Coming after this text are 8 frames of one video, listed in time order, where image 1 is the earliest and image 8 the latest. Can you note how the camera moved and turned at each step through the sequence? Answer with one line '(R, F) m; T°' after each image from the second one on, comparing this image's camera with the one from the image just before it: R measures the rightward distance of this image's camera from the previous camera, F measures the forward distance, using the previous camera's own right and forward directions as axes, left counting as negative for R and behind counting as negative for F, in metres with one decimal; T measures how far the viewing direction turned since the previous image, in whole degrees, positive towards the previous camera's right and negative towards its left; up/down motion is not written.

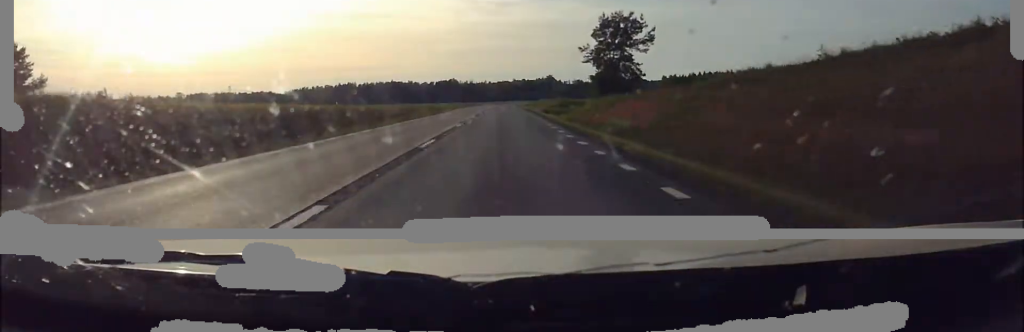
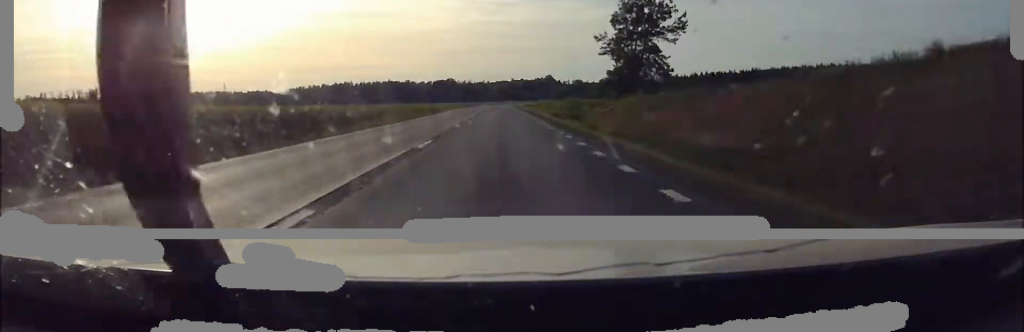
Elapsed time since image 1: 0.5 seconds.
(0.0, +12.3) m; 0°
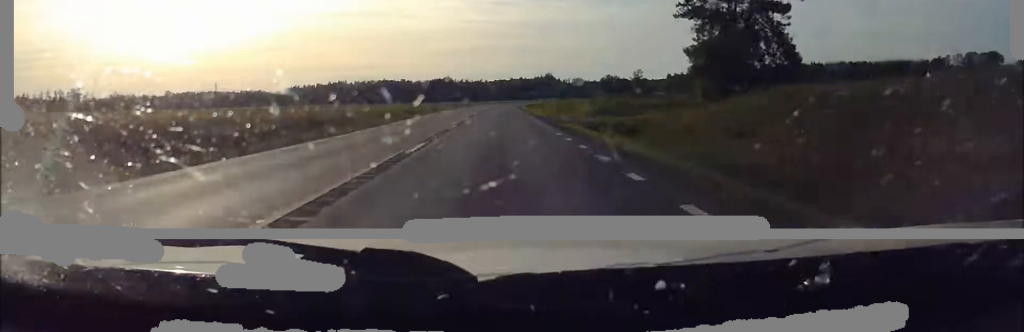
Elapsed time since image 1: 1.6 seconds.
(+0.2, +24.6) m; 0°
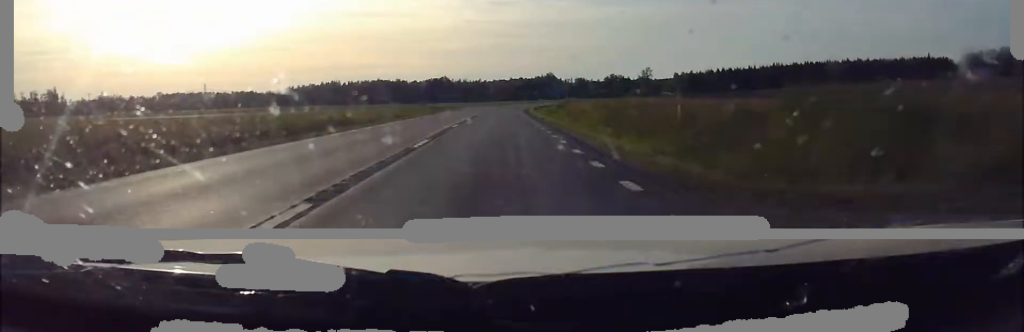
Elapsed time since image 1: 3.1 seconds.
(-0.5, +34.0) m; 0°
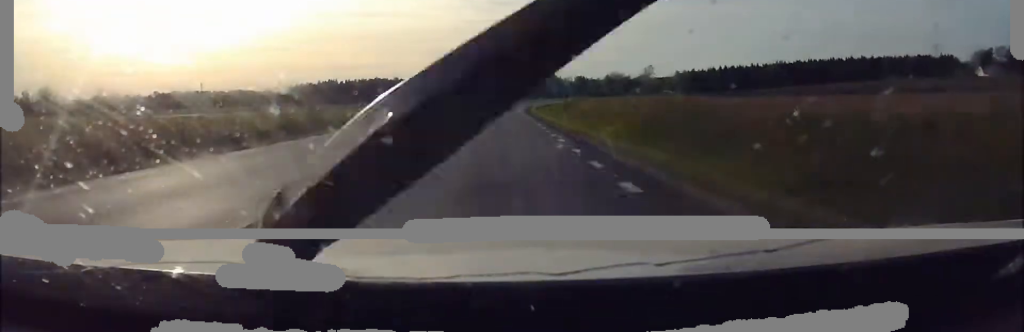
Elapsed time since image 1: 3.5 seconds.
(+0.1, +9.4) m; +1°
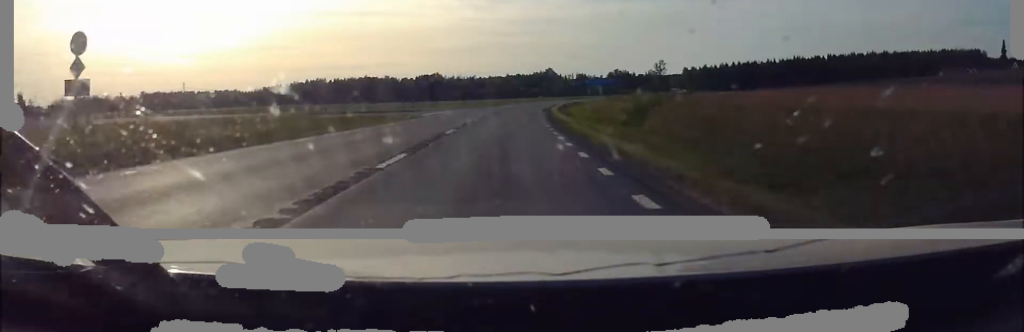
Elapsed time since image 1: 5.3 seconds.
(+0.5, +44.8) m; +1°
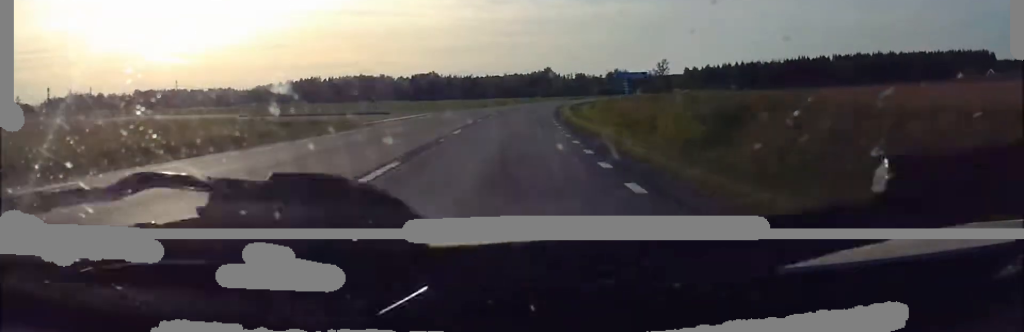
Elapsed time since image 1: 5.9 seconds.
(-0.1, +14.7) m; +1°
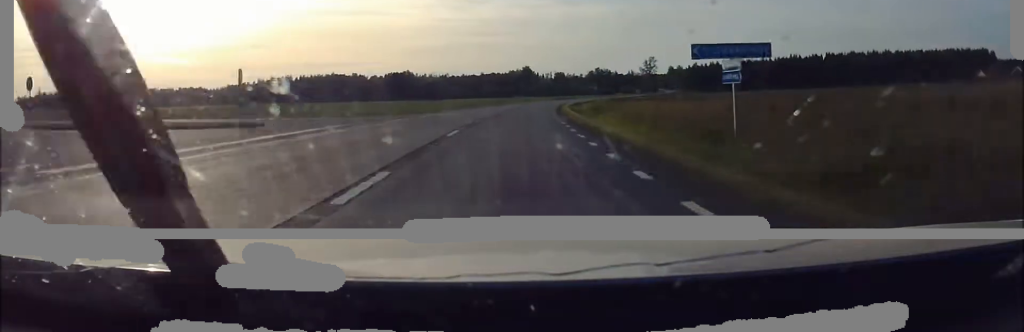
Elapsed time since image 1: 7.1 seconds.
(+0.5, +28.8) m; 0°
